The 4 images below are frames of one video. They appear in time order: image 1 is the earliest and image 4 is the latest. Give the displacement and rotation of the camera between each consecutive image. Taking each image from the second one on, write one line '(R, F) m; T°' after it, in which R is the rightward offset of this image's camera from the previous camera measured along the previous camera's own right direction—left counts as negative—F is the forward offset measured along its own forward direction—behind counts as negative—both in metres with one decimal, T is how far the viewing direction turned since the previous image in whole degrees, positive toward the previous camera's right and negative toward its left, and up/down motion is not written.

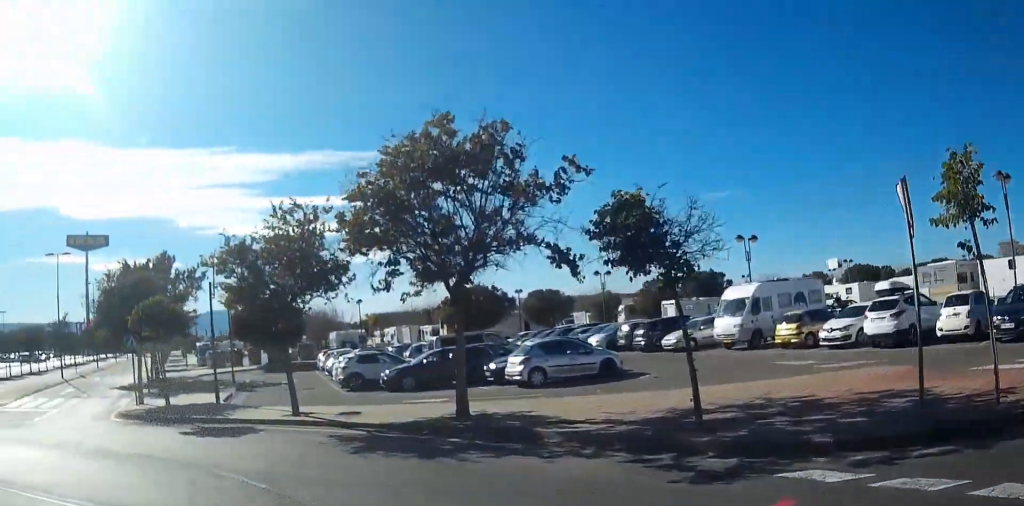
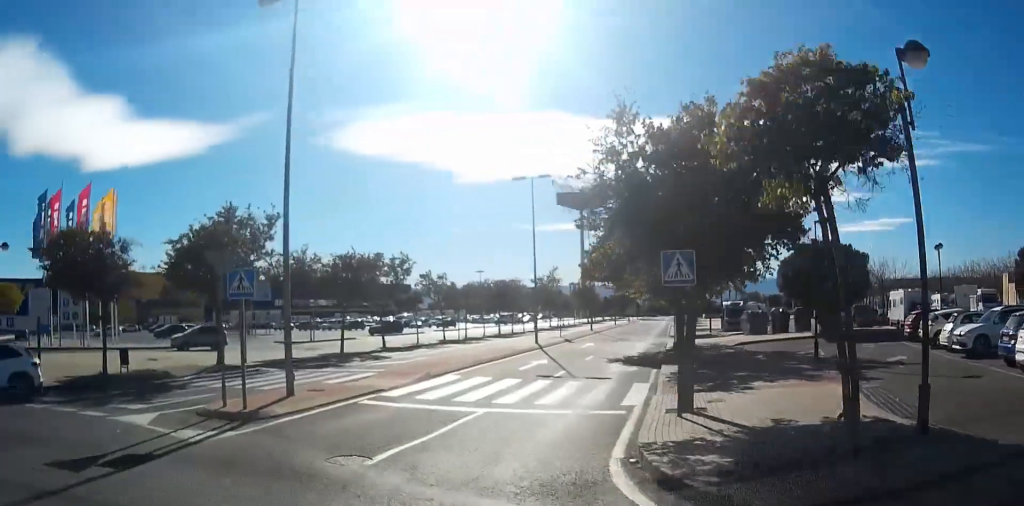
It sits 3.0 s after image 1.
(-5.5, +15.4) m; -29°
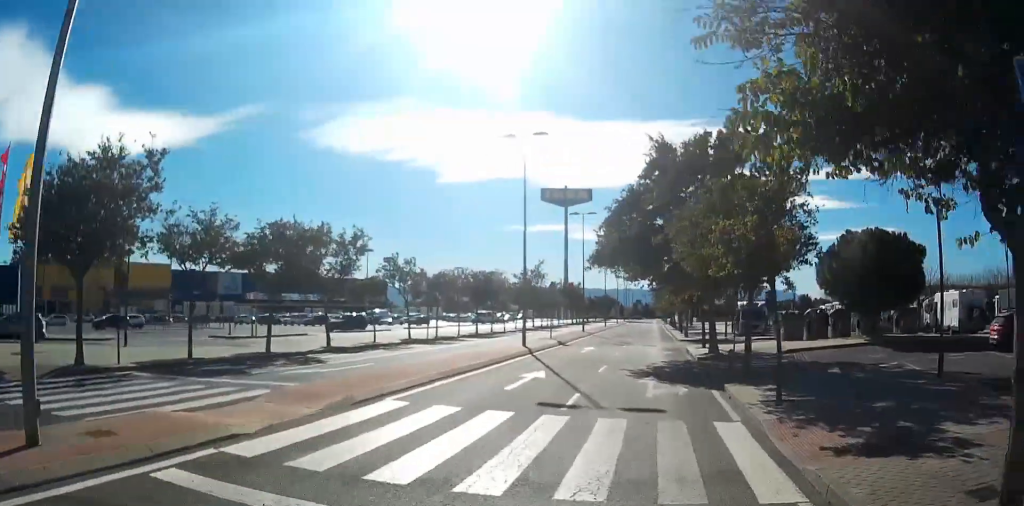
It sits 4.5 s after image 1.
(+0.1, +9.1) m; +3°
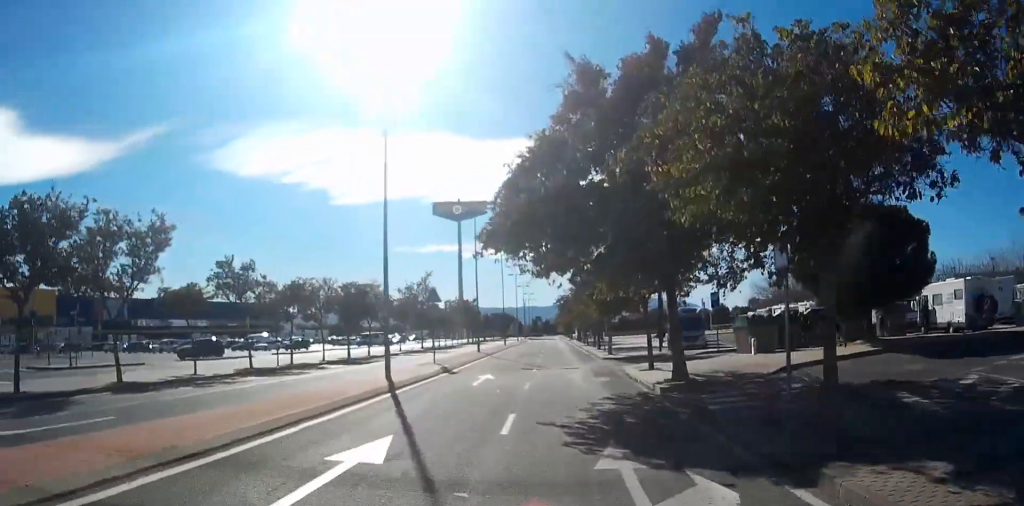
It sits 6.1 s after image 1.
(+0.4, +9.7) m; +7°
